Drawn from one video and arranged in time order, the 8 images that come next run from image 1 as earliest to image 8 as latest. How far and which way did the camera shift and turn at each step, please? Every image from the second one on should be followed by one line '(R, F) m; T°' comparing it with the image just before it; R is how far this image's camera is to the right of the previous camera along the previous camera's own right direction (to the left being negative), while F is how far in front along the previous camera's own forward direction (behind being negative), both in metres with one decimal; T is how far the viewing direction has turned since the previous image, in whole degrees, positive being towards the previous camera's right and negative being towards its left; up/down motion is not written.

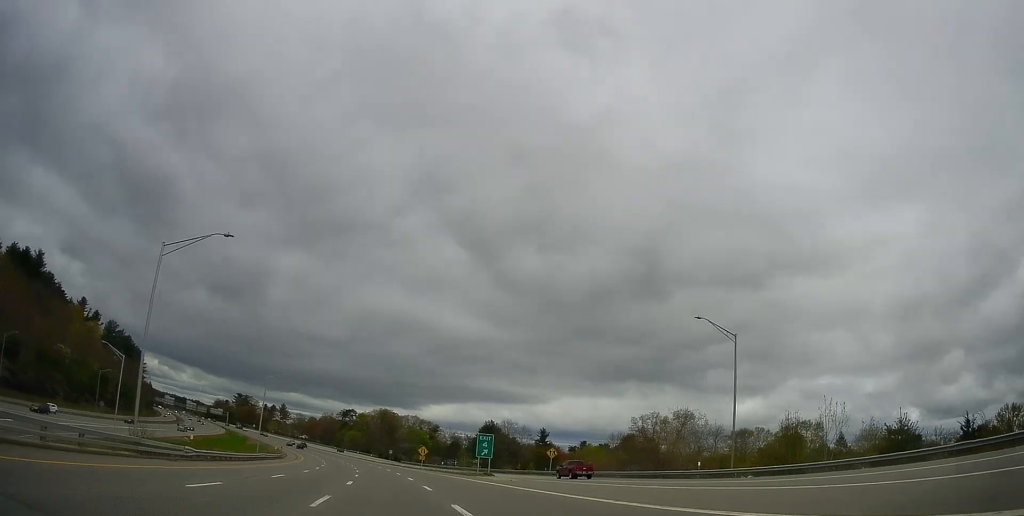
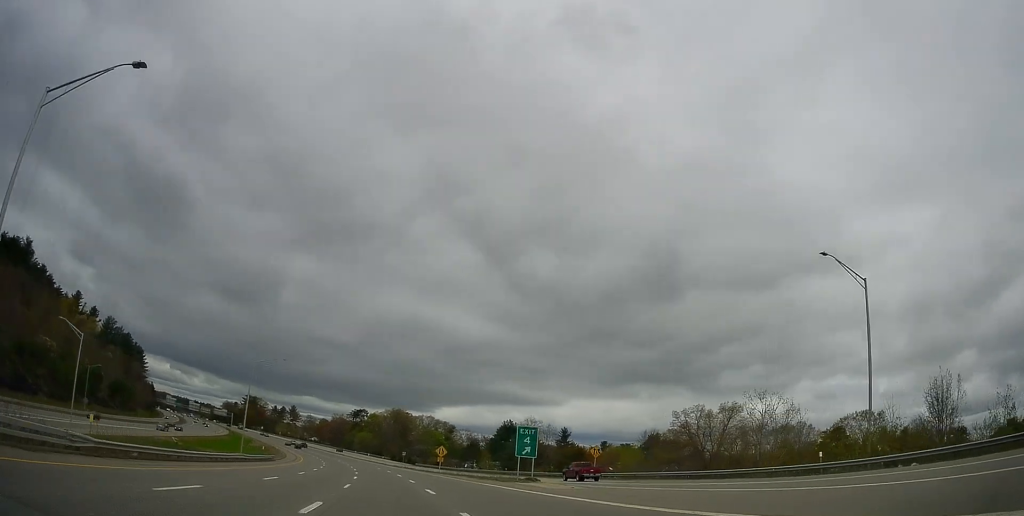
(-0.2, +14.4) m; -2°
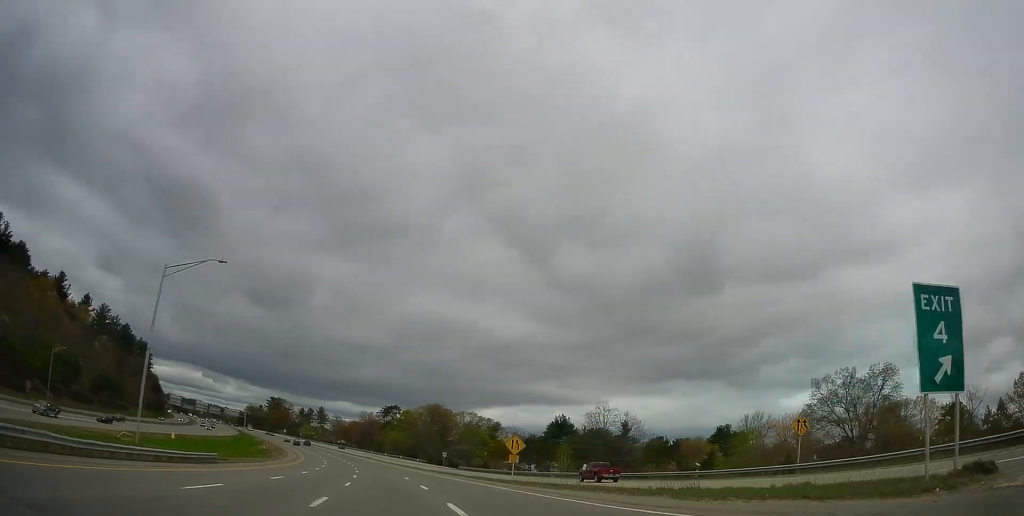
(-0.9, +34.6) m; -3°
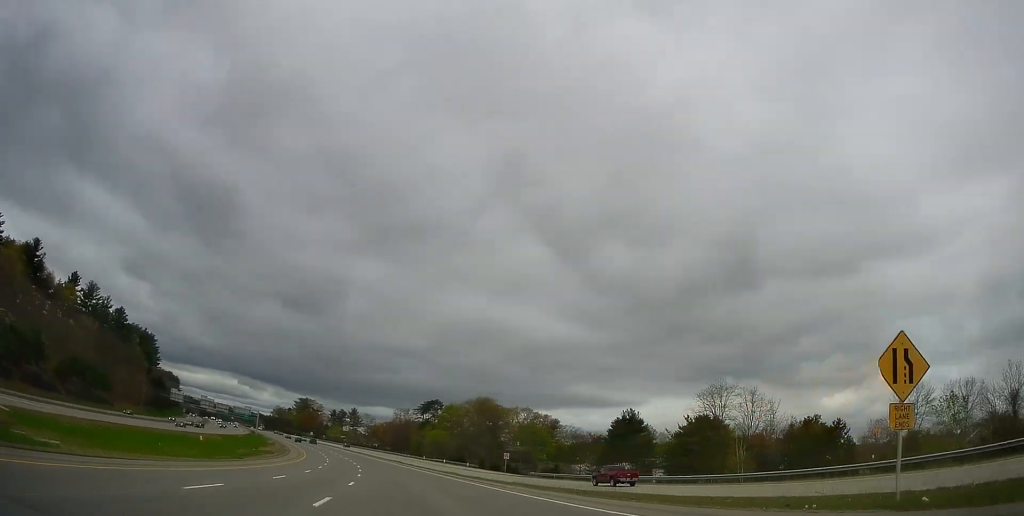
(-0.8, +37.3) m; -2°
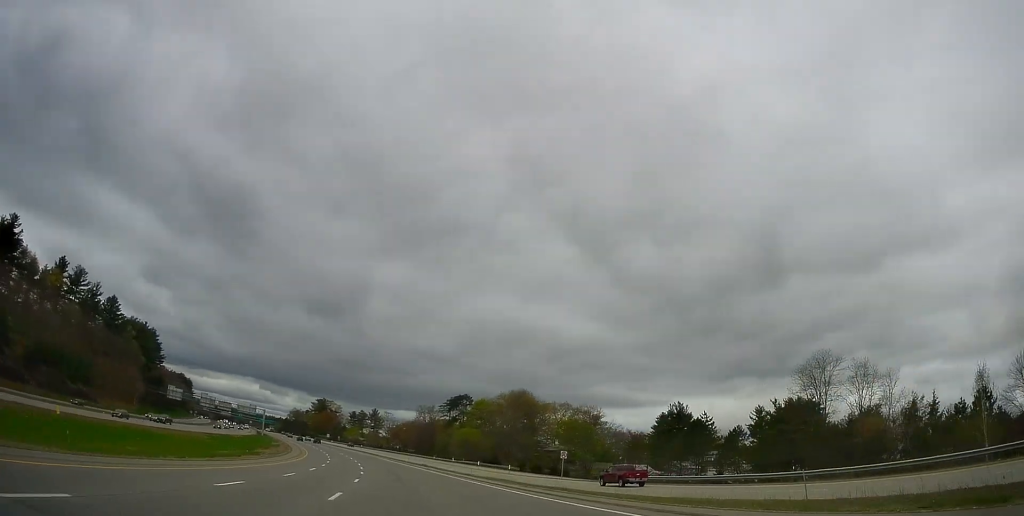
(-0.1, +22.4) m; -2°
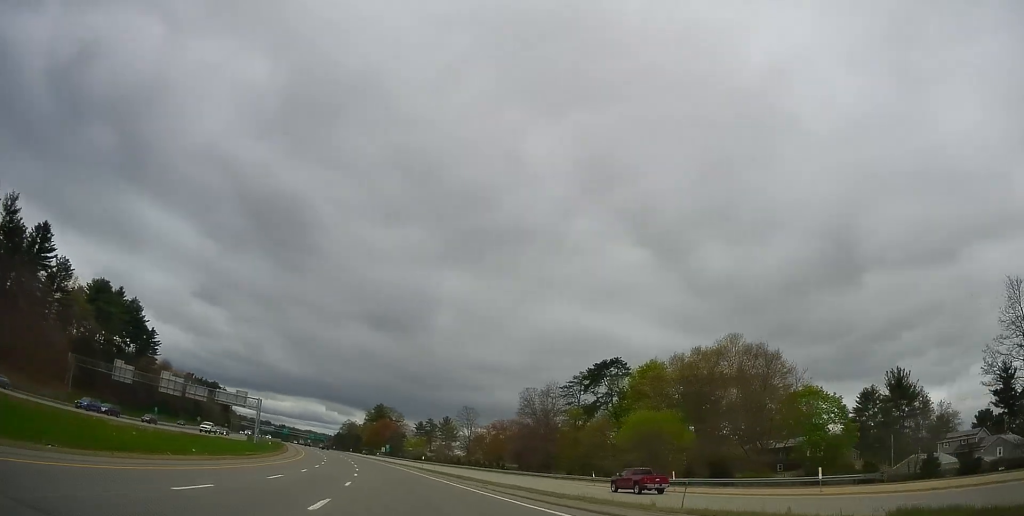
(-8.1, +77.5) m; -11°
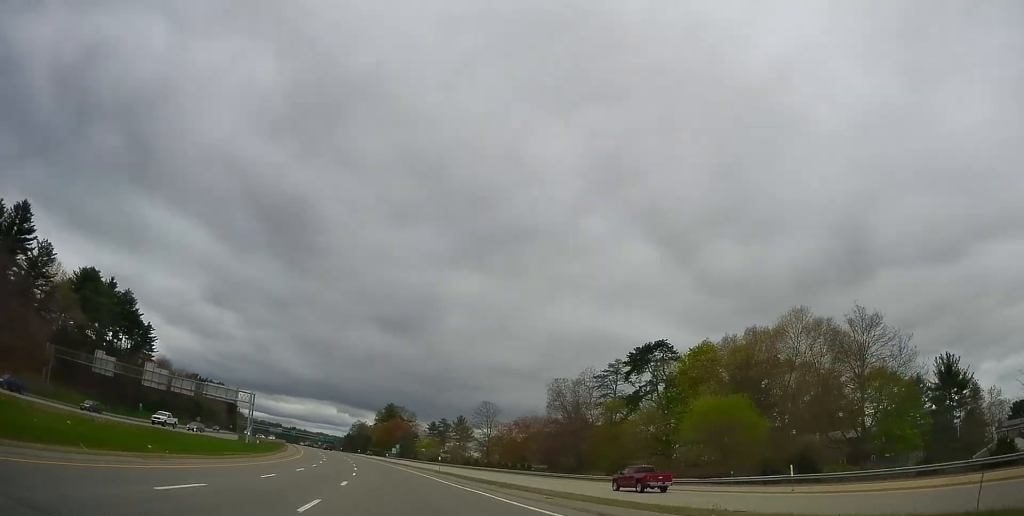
(-0.1, +13.4) m; -1°
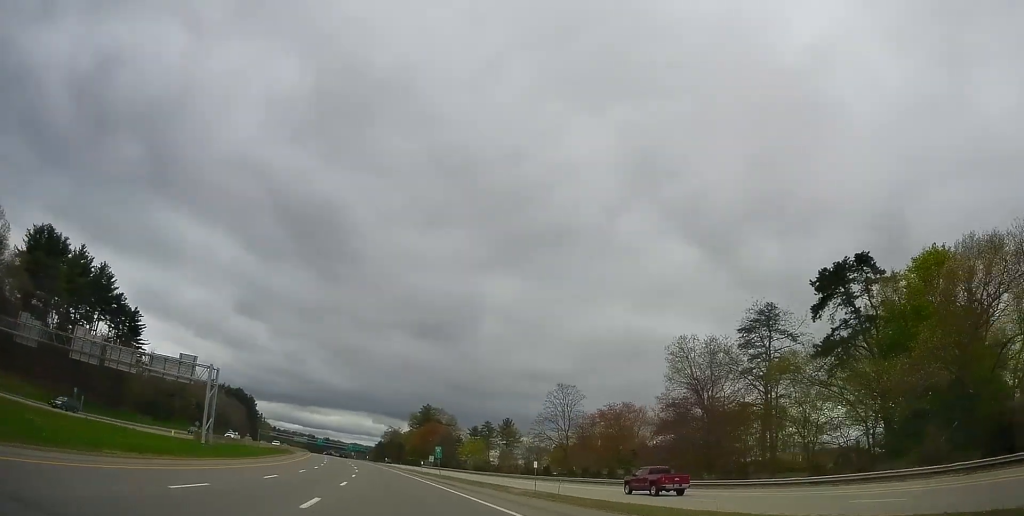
(-0.9, +35.8) m; -2°
